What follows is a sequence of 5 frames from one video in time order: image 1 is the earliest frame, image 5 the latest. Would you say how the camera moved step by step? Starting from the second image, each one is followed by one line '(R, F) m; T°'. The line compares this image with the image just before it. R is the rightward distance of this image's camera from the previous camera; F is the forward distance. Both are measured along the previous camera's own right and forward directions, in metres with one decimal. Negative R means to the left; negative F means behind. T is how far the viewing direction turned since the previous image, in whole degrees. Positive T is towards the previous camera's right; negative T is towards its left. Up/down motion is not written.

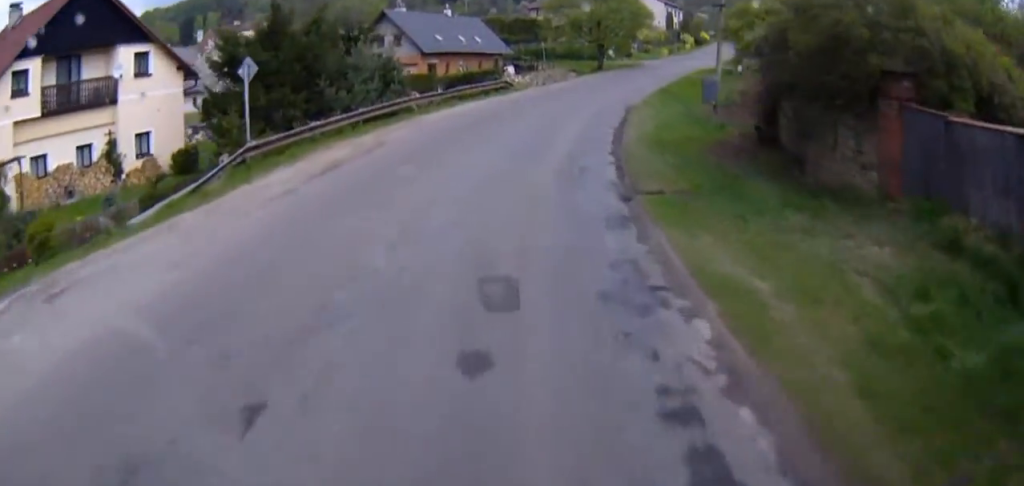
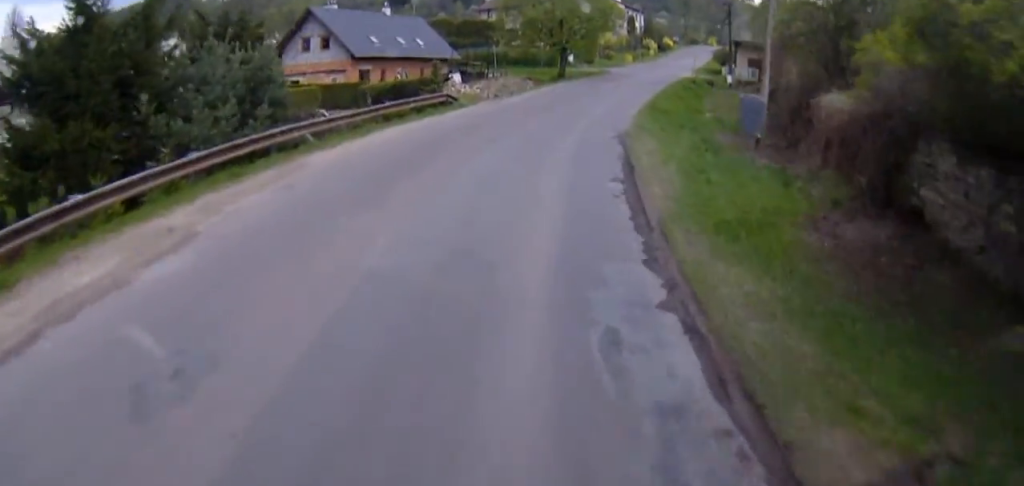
(0.0, +11.6) m; +5°
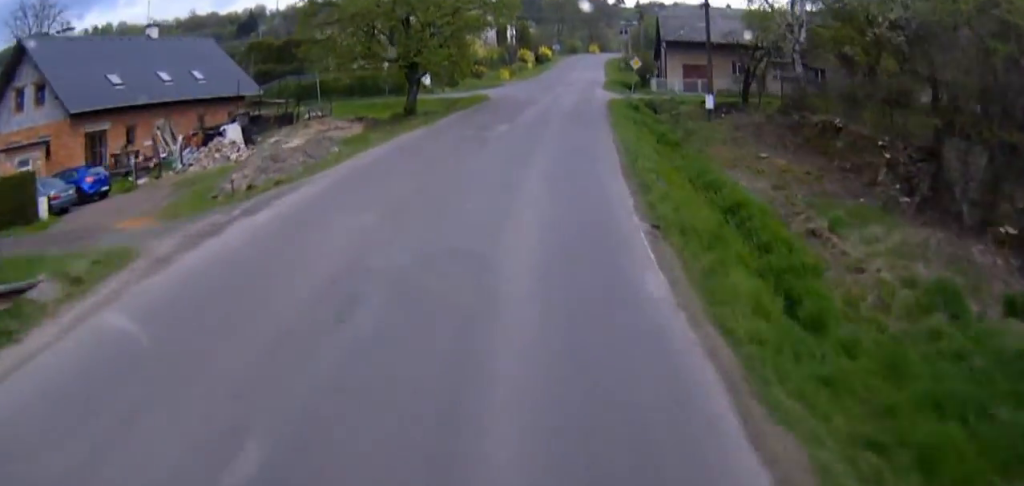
(+8.0, +26.6) m; +22°
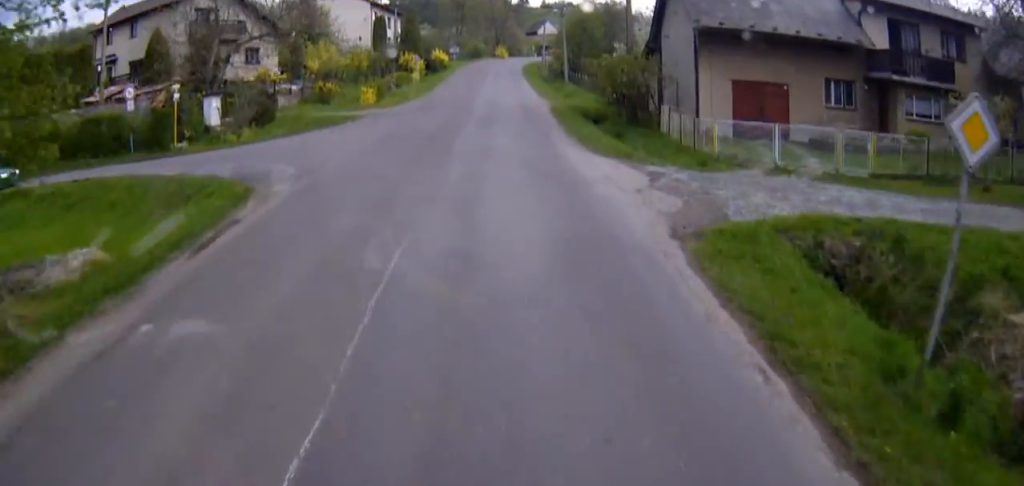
(-14.8, +32.7) m; -40°
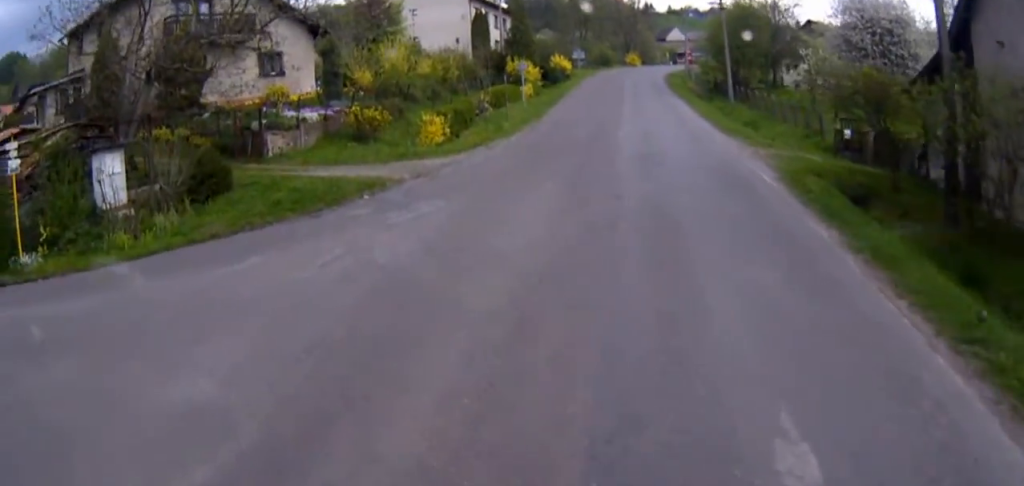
(+4.9, +23.5) m; -8°
